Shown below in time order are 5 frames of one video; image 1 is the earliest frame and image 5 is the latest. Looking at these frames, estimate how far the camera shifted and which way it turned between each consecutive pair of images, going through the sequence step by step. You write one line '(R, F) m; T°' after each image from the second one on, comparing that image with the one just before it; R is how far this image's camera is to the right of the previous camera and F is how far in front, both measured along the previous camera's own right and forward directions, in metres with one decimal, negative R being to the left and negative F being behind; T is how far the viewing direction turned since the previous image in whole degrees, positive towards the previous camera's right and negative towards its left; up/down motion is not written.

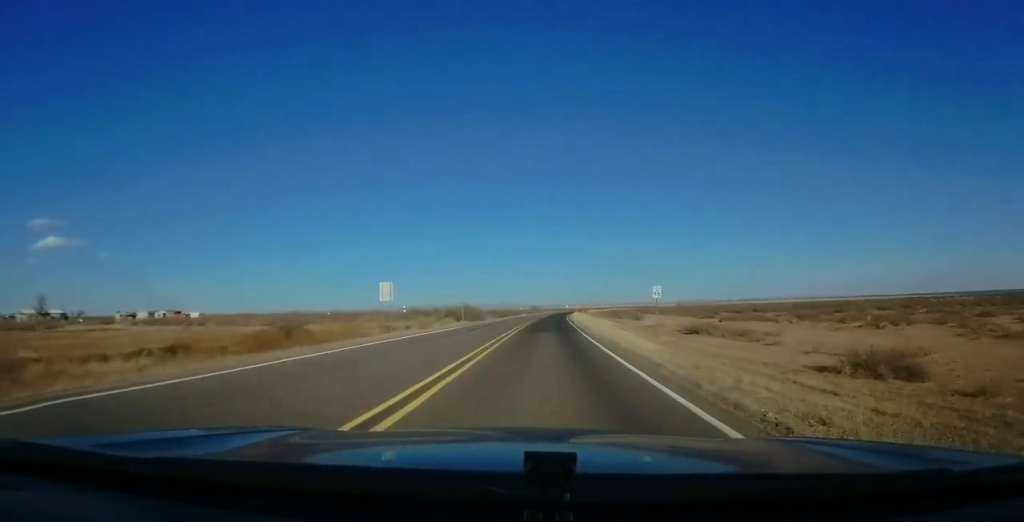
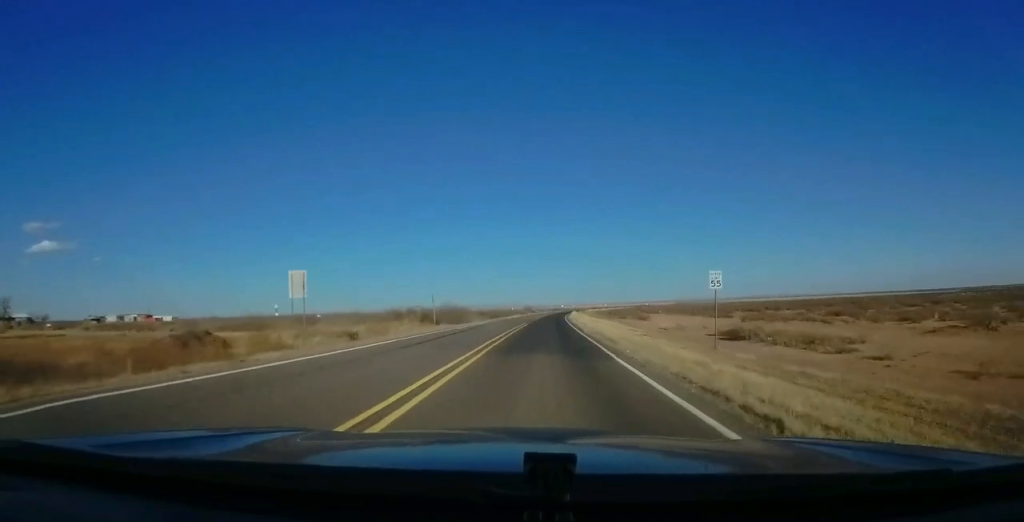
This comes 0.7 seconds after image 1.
(+0.1, +14.0) m; +1°
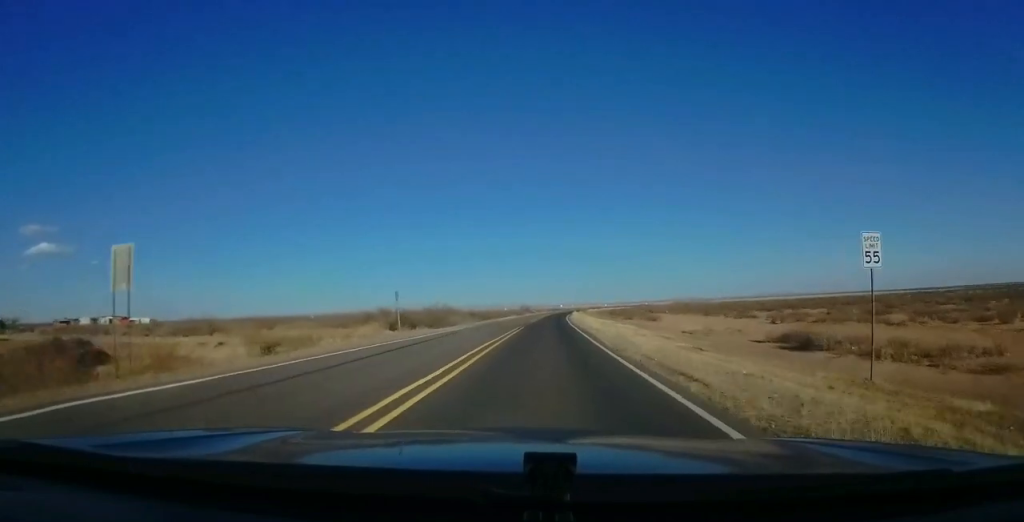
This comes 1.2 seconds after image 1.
(+0.3, +12.1) m; +1°
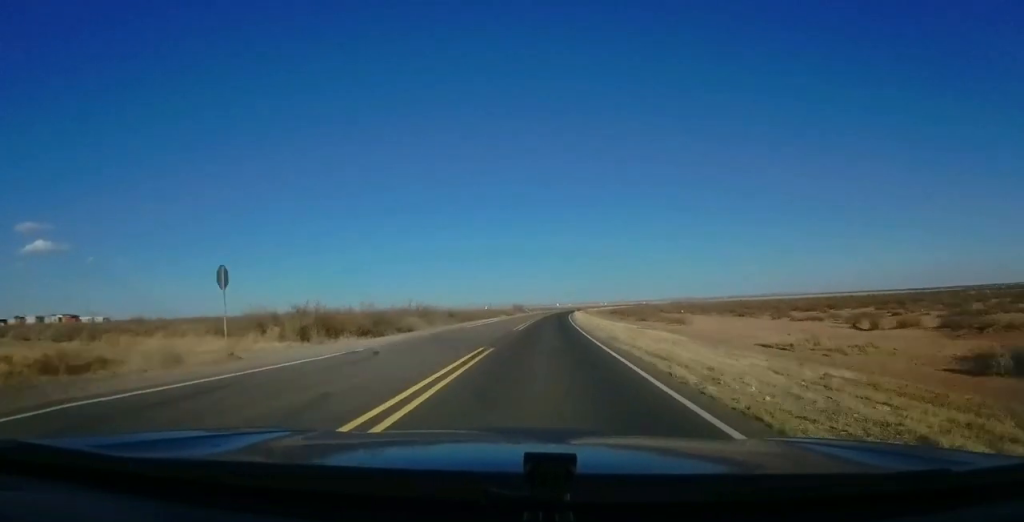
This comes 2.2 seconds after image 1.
(+0.1, +21.7) m; -1°
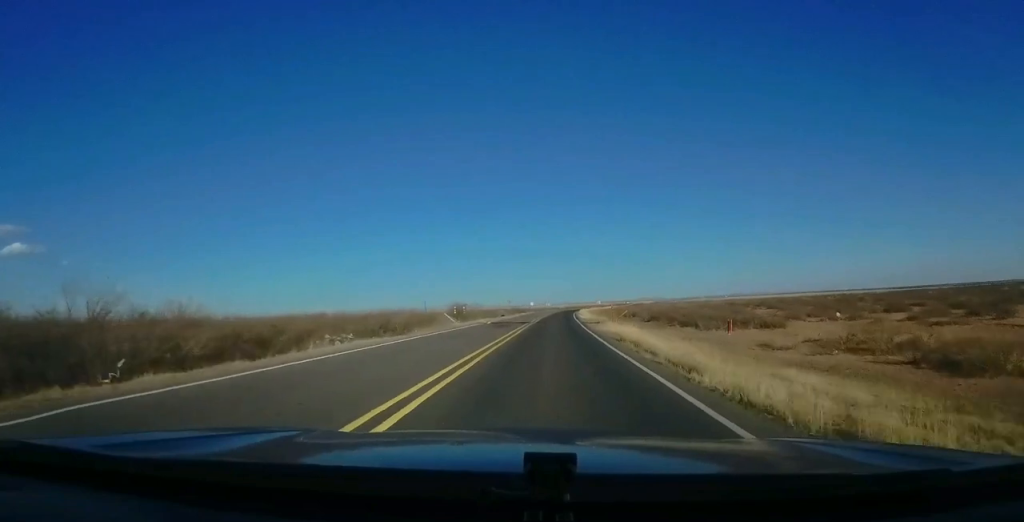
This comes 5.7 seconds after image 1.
(+2.2, +81.1) m; +3°
